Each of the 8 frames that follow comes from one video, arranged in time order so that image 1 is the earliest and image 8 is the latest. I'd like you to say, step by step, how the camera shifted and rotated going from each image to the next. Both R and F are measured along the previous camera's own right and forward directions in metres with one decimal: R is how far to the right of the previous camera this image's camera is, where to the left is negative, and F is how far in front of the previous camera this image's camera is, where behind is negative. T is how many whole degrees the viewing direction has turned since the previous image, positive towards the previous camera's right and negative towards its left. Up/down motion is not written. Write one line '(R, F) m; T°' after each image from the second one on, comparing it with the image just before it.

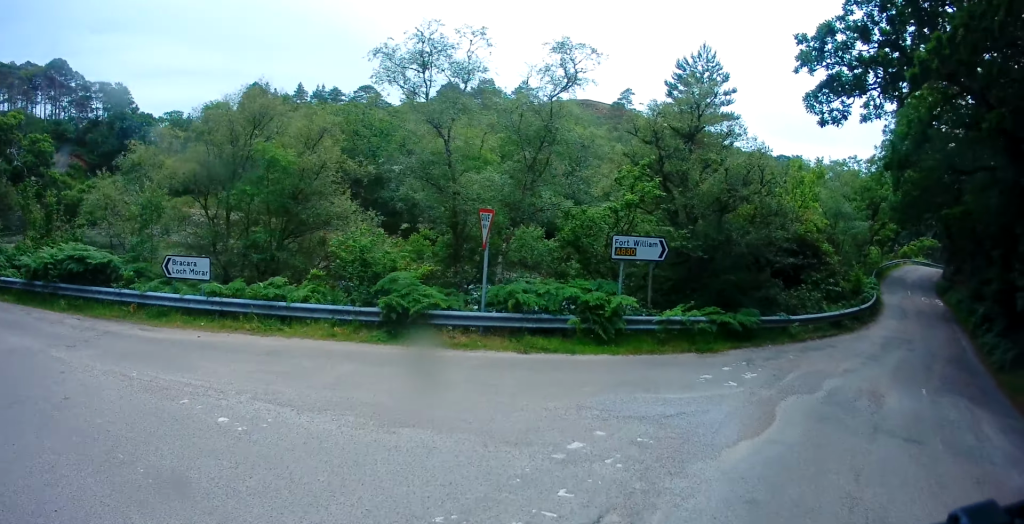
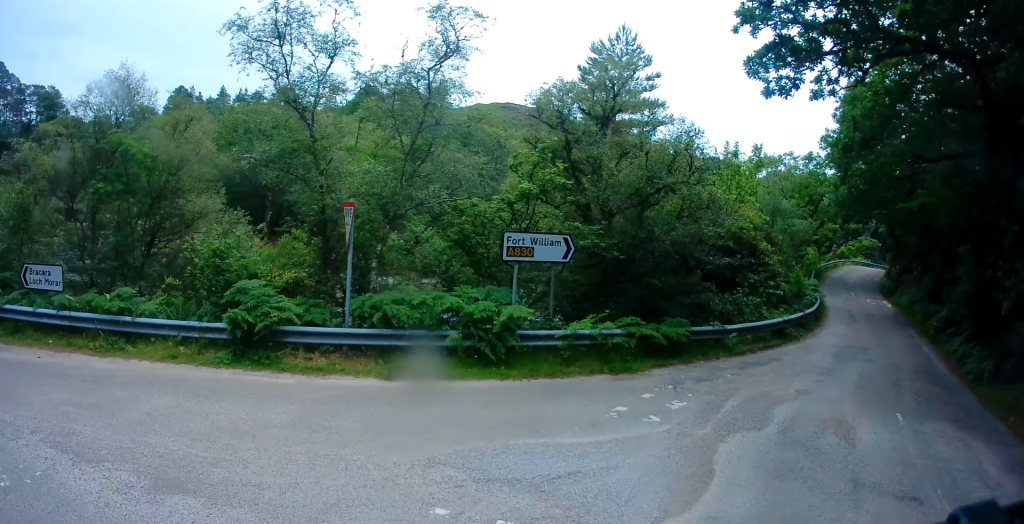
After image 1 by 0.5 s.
(-0.1, +2.2) m; +12°
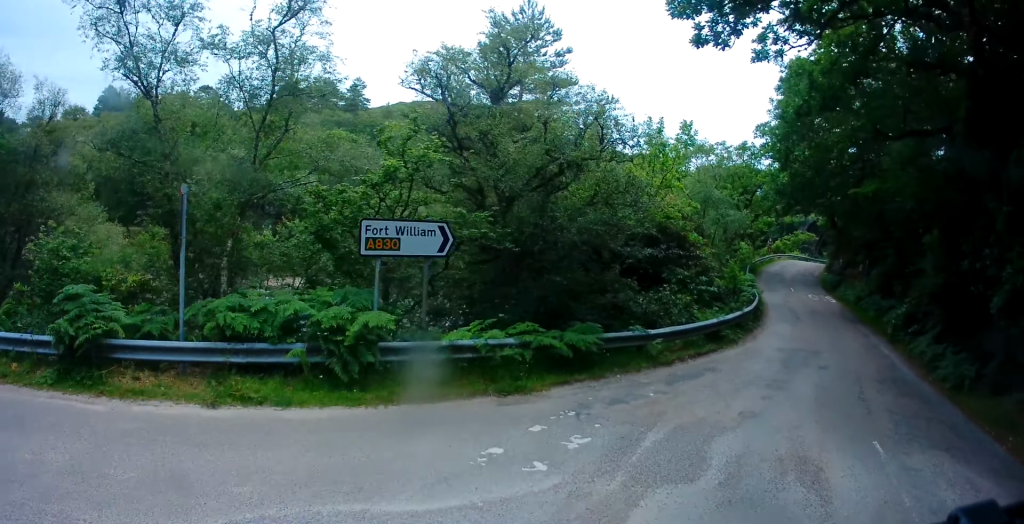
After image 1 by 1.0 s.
(+0.2, +1.9) m; +9°
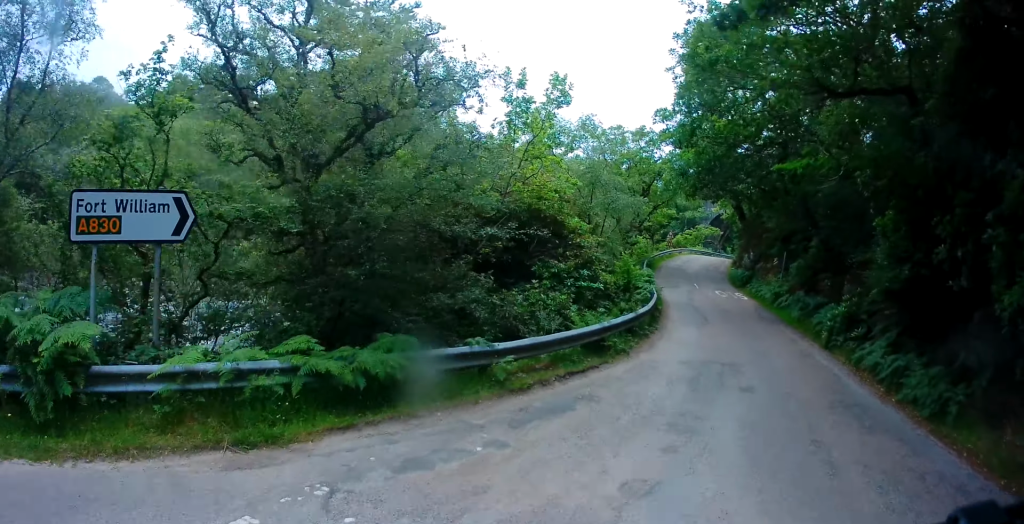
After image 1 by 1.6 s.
(+0.6, +2.7) m; +10°
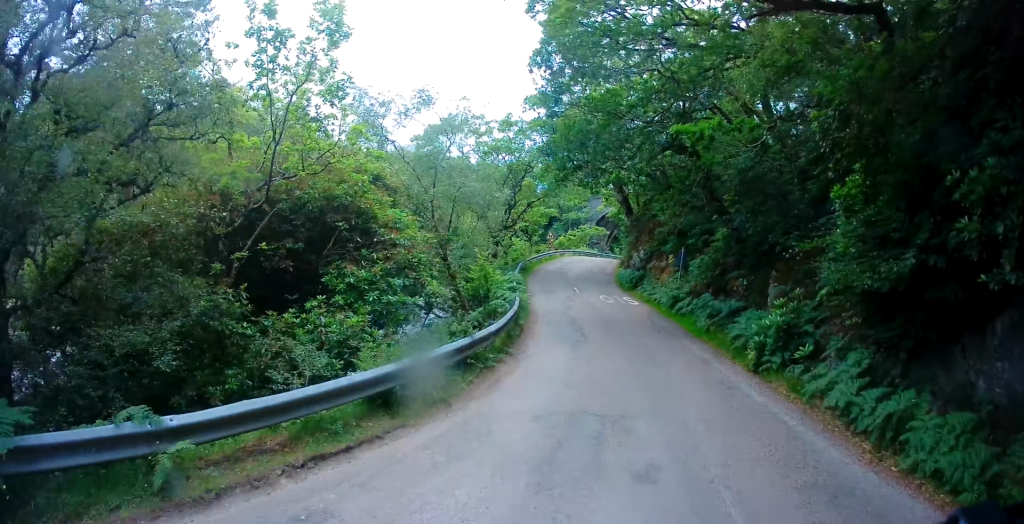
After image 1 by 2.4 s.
(+0.1, +3.7) m; +7°
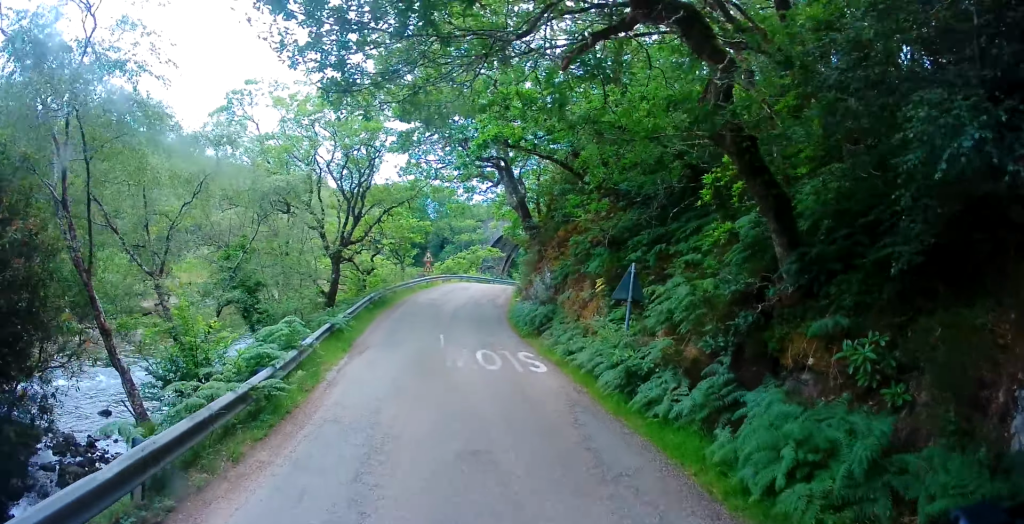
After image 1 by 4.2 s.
(+1.0, +10.0) m; +4°
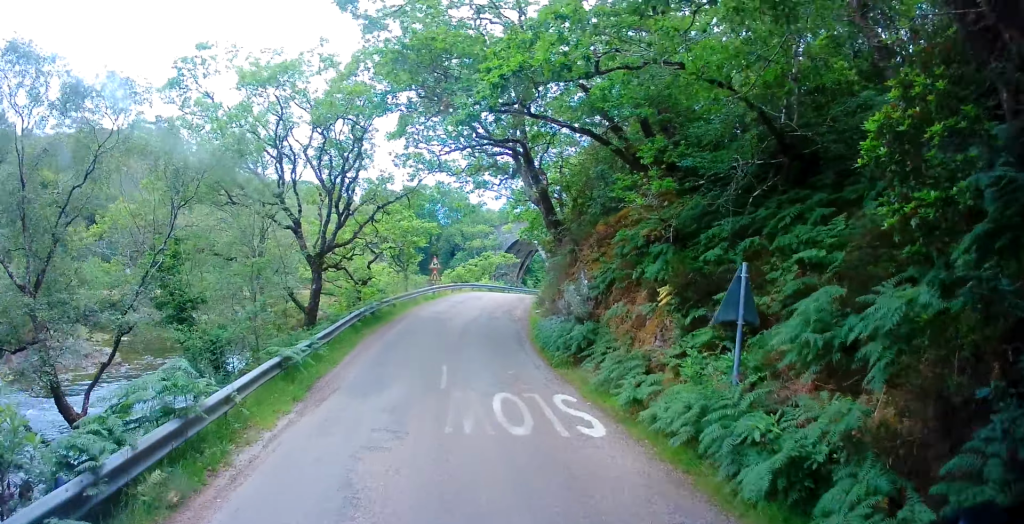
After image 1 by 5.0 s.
(-0.2, +4.3) m; -5°
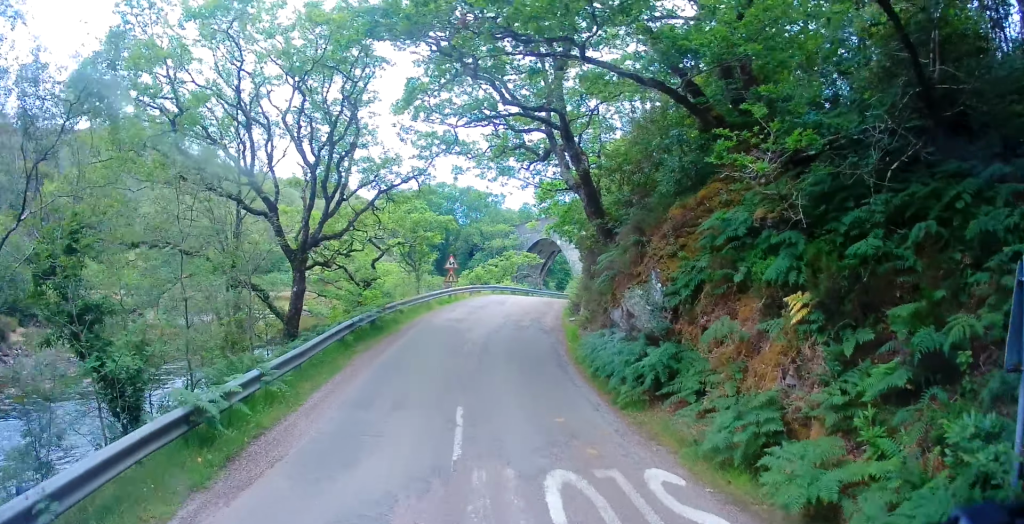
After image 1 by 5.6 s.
(-0.2, +3.7) m; -2°
